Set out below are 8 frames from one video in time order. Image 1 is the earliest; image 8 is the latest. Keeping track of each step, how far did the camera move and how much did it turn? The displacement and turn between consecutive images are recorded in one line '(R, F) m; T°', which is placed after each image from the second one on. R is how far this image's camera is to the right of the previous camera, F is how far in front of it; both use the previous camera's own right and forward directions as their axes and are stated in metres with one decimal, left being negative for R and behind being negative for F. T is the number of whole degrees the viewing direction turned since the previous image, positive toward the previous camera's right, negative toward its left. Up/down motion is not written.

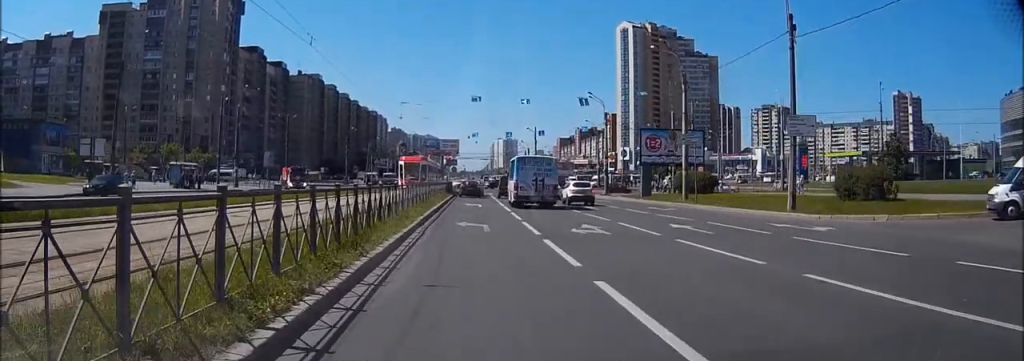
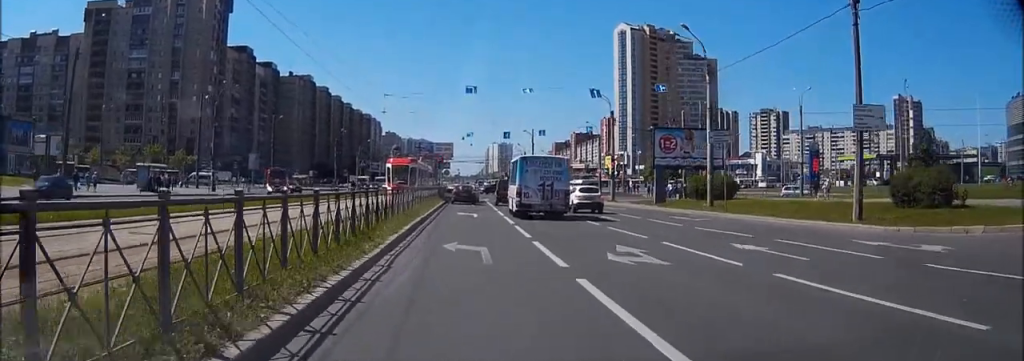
(0.0, +6.5) m; -1°
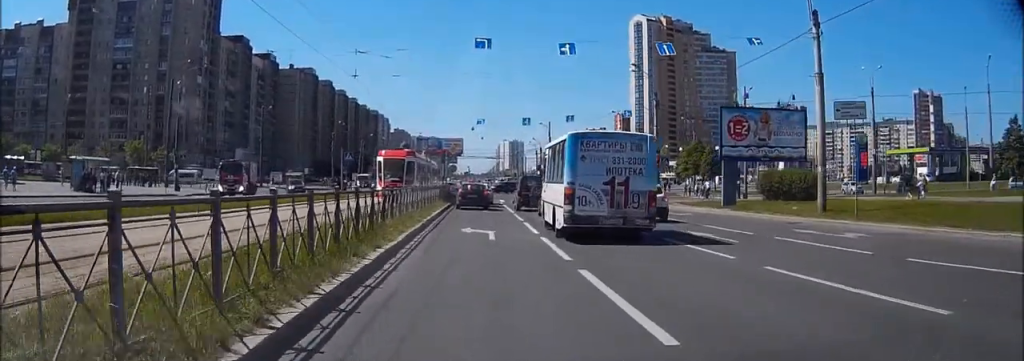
(-0.2, +13.5) m; -1°
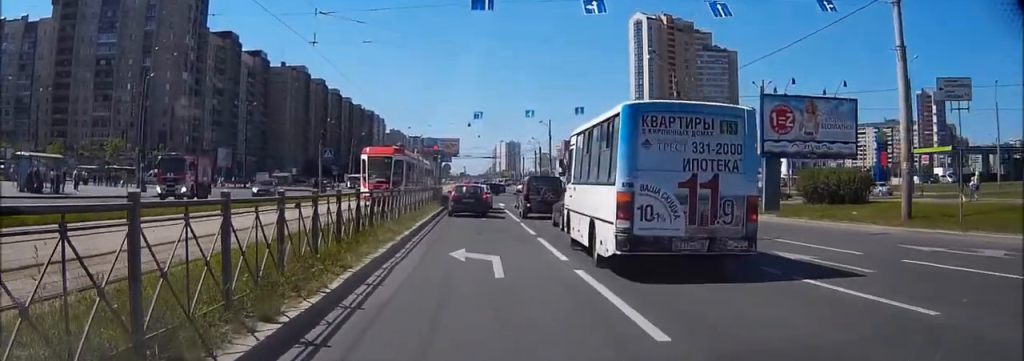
(+0.1, +7.0) m; 0°
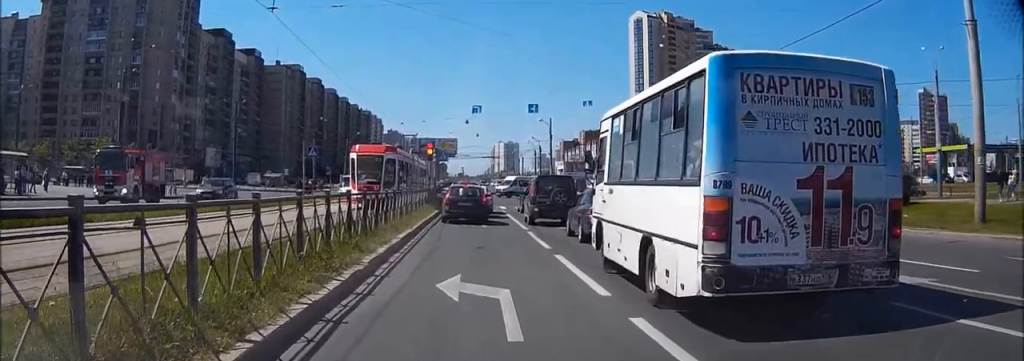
(0.0, +4.4) m; -1°
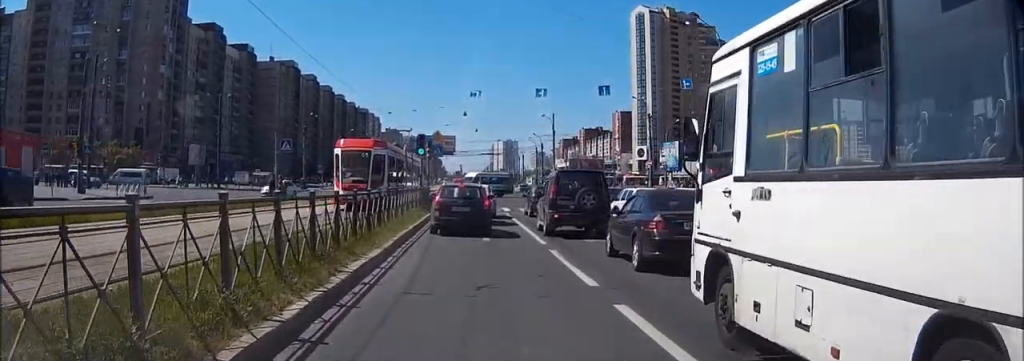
(-0.1, +6.7) m; -2°
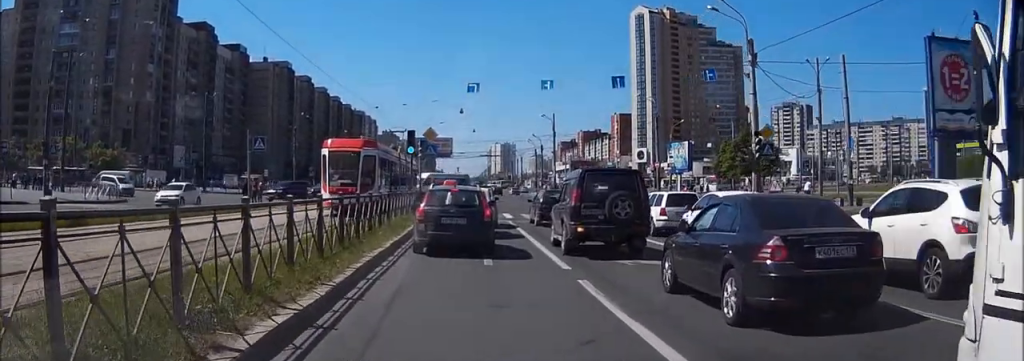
(-0.1, +4.8) m; 0°
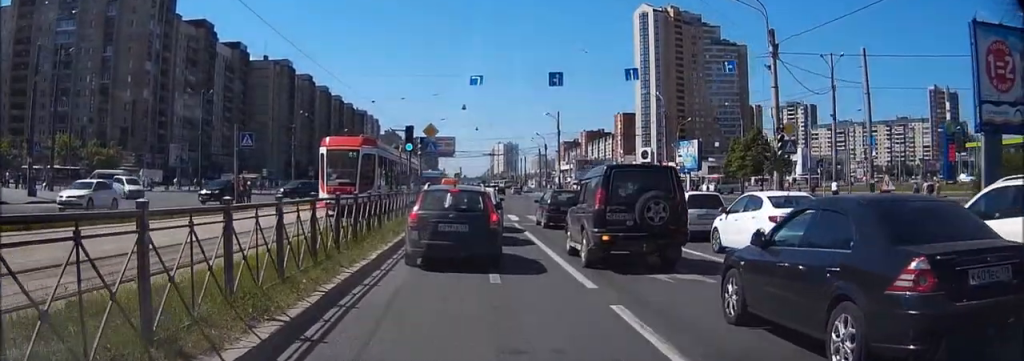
(0.0, +2.3) m; 0°
